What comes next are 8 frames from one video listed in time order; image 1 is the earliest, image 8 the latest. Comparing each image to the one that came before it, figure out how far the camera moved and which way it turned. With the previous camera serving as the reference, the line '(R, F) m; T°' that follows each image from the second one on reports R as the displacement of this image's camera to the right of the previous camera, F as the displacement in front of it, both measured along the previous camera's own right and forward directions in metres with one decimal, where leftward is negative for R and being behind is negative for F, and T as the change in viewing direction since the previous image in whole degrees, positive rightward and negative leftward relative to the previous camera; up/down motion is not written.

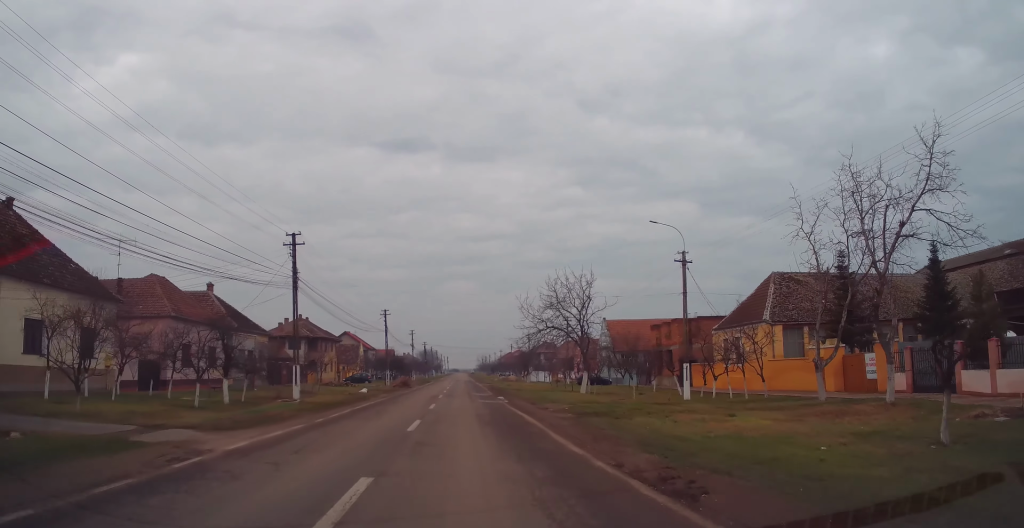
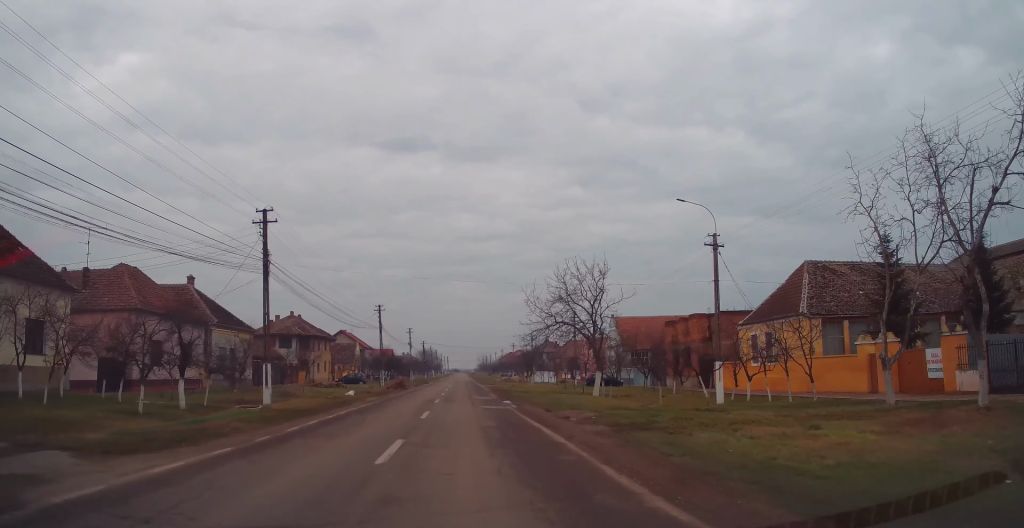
(+0.1, +4.4) m; 0°
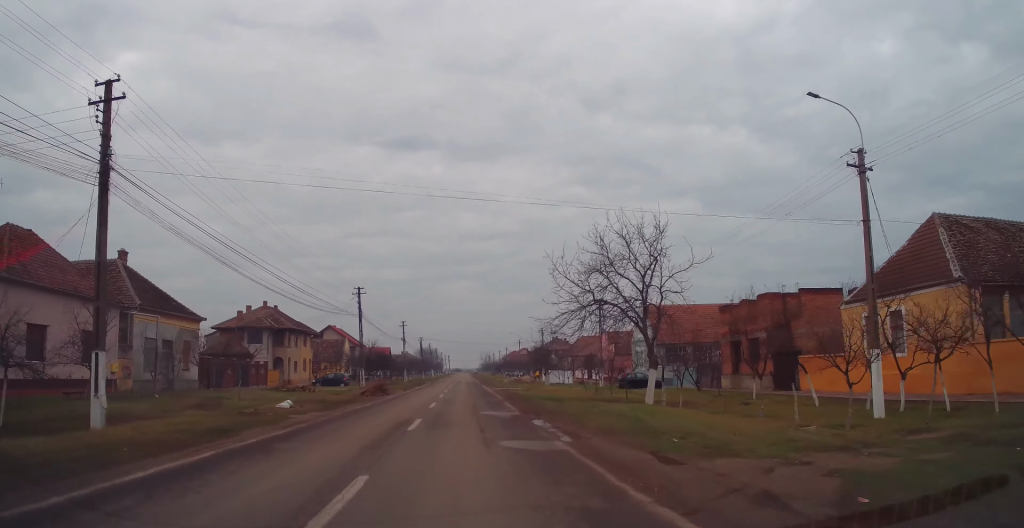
(-0.1, +12.3) m; 0°
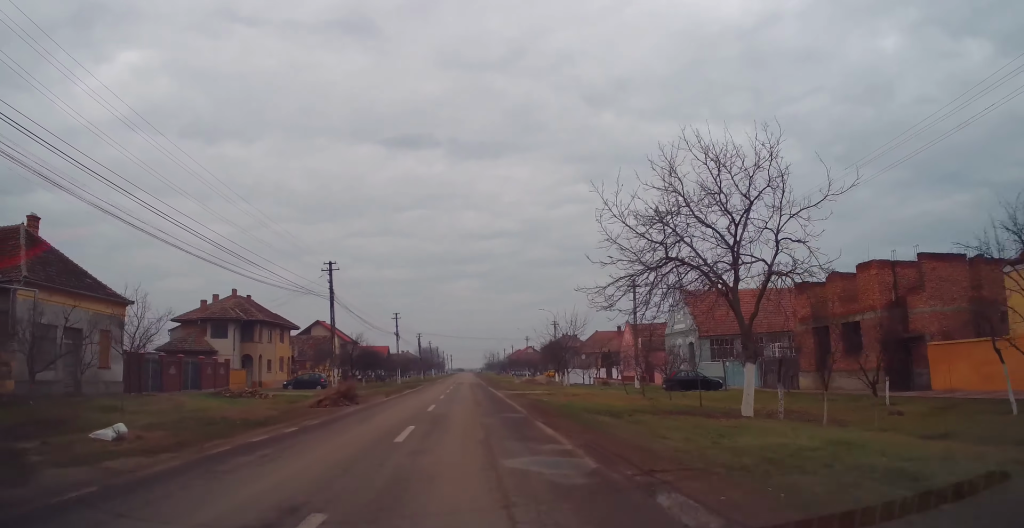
(+0.2, +10.8) m; 0°
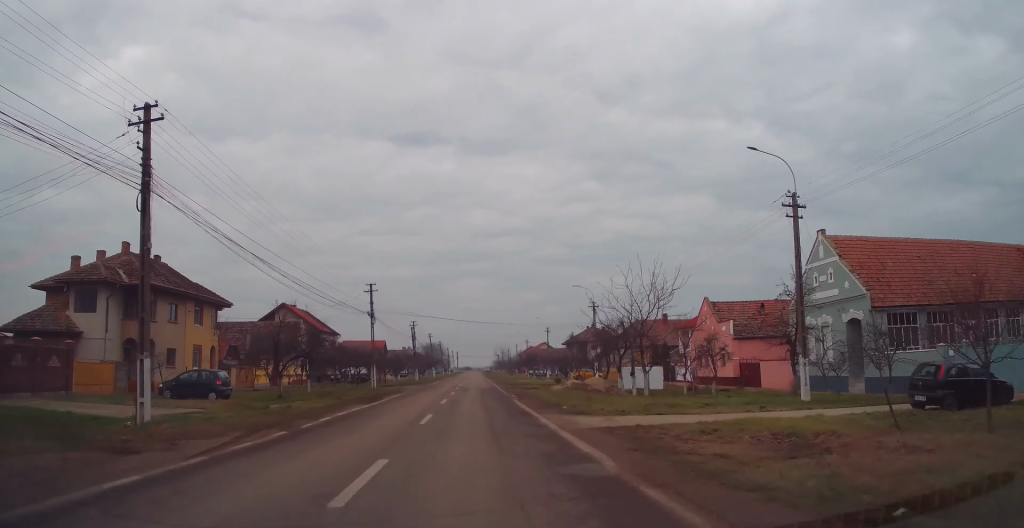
(-0.5, +22.6) m; -1°
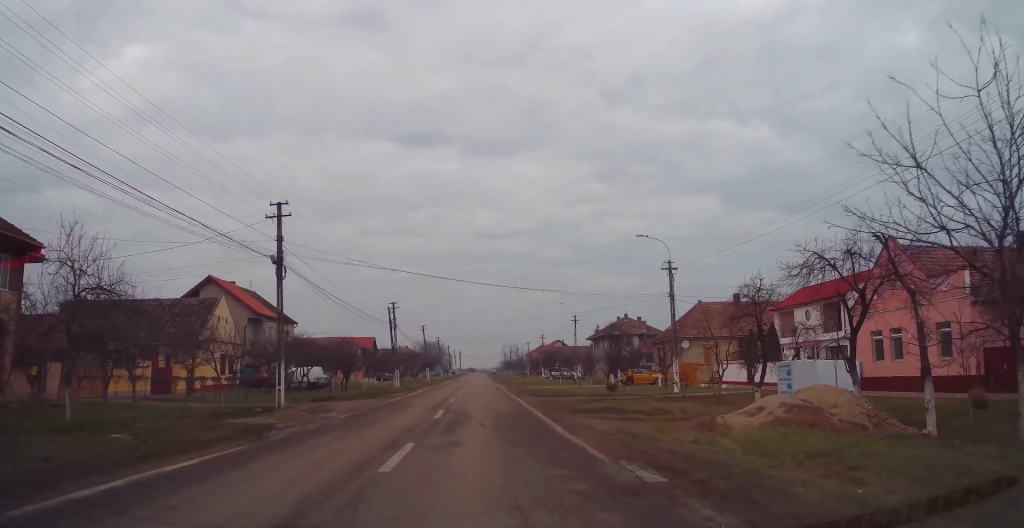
(+0.5, +24.5) m; +2°
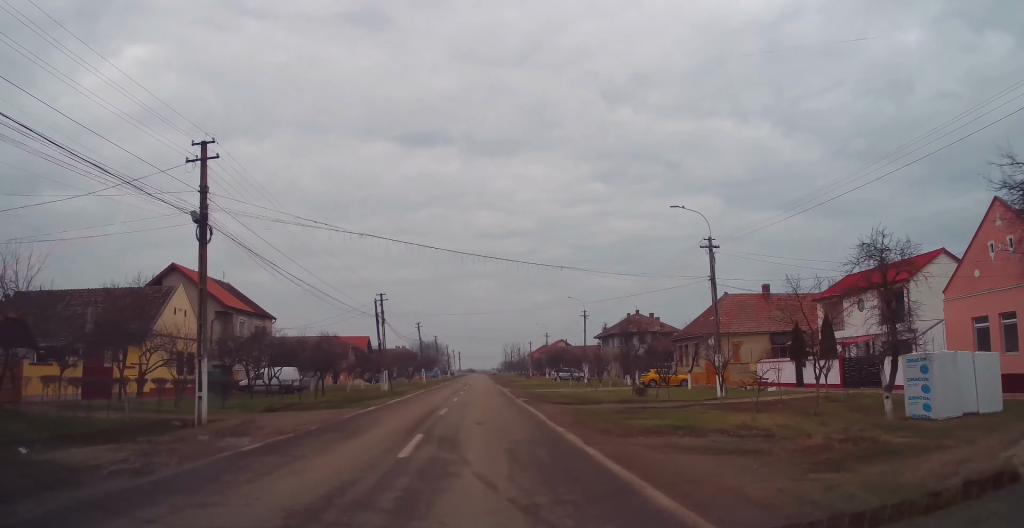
(0.0, +7.3) m; 0°
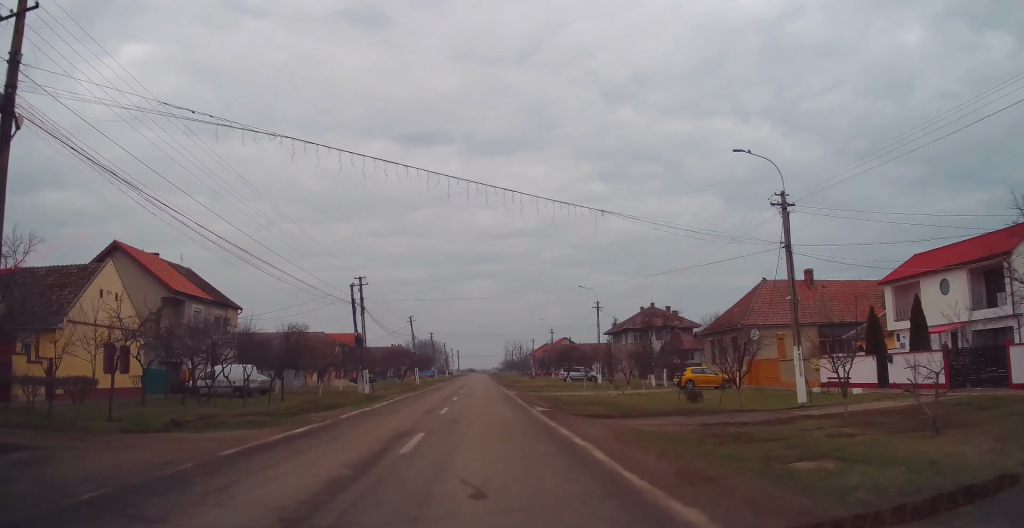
(0.0, +8.4) m; 0°
